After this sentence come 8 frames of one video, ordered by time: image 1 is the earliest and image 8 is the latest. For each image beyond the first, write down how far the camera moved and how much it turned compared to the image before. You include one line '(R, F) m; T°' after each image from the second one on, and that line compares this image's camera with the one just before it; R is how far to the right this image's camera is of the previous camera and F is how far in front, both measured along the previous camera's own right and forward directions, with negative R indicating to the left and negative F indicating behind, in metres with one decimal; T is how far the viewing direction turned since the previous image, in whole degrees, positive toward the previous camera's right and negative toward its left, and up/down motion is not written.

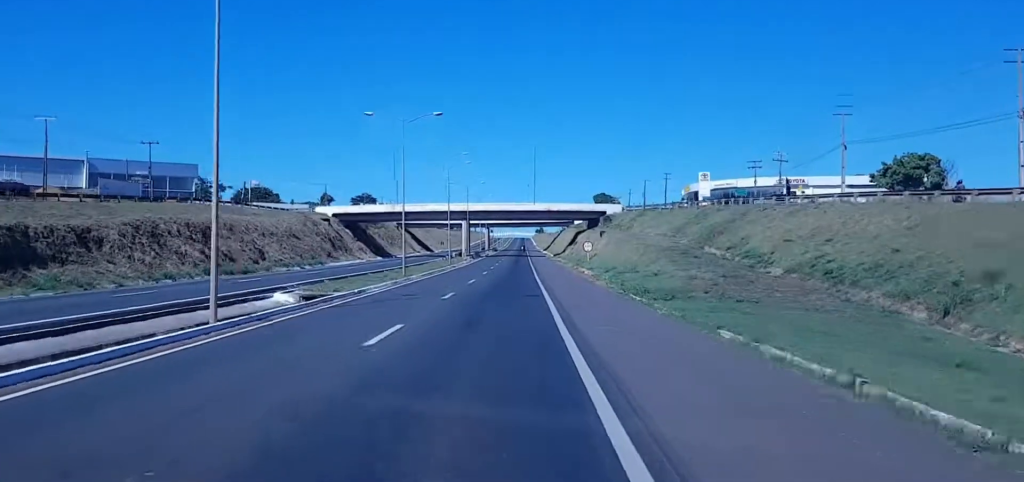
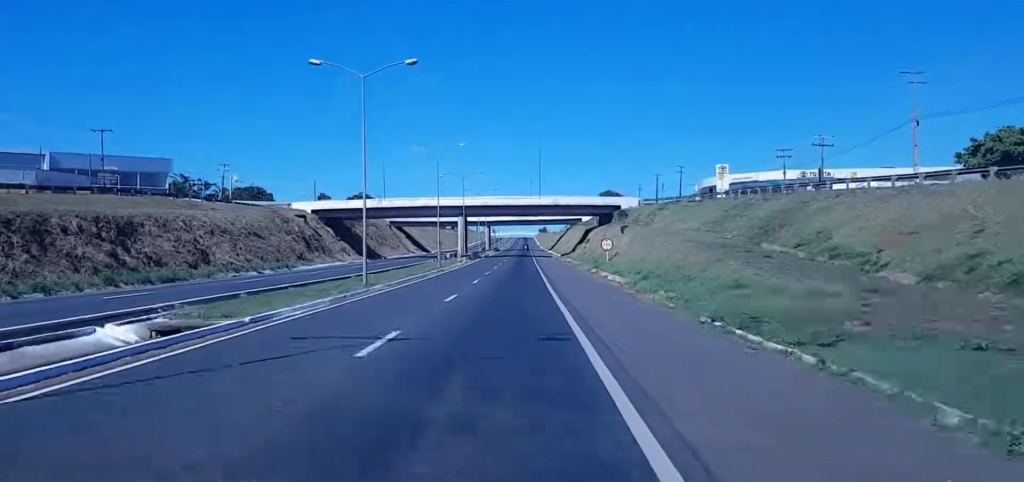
(-0.1, +17.9) m; -1°
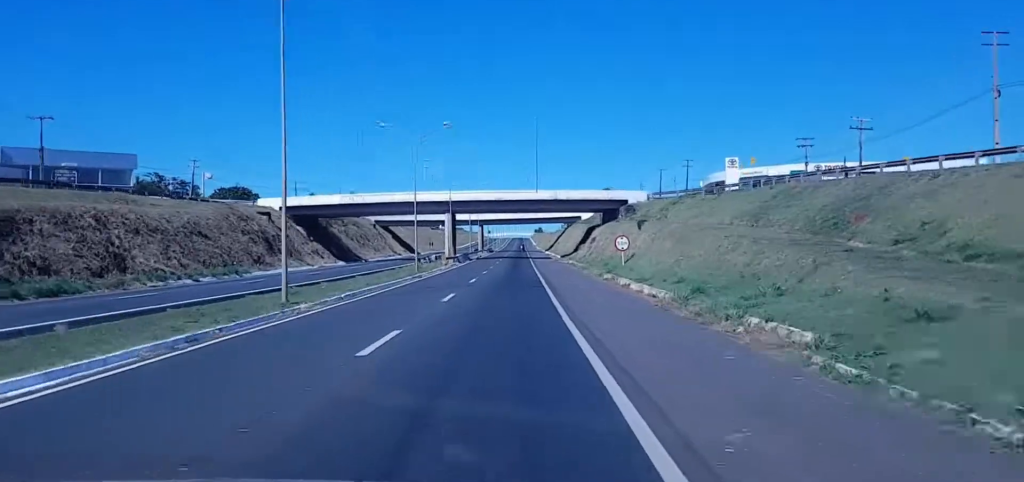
(-0.1, +15.4) m; -1°
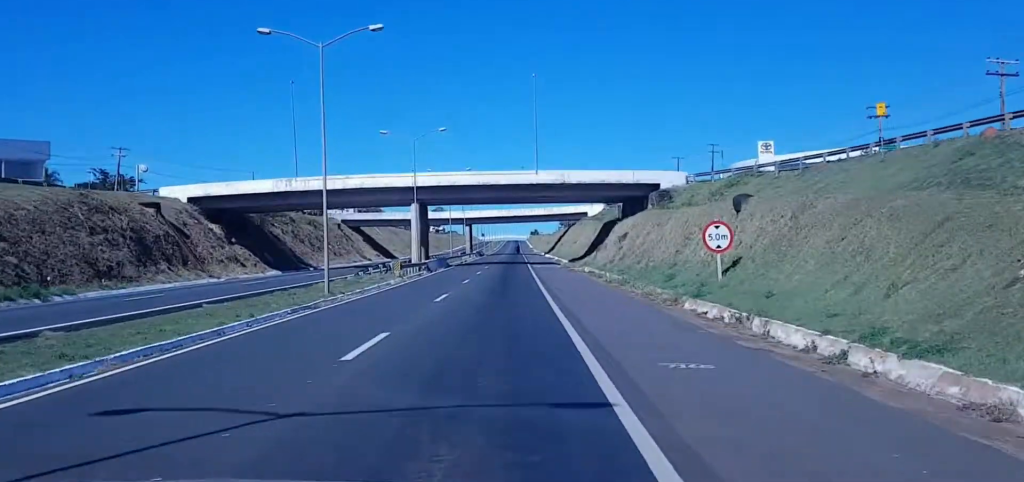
(-0.6, +32.3) m; -1°
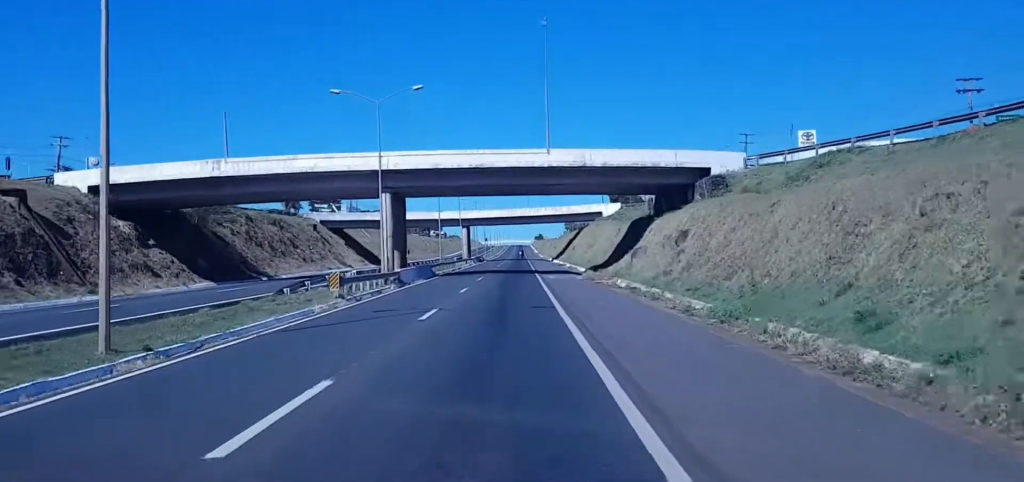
(+0.1, +22.0) m; 0°
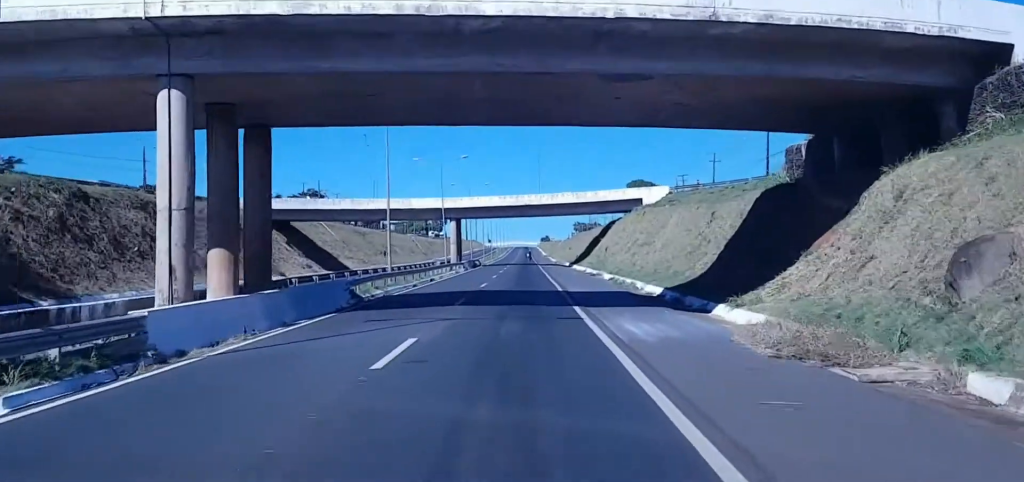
(-0.1, +41.6) m; -1°
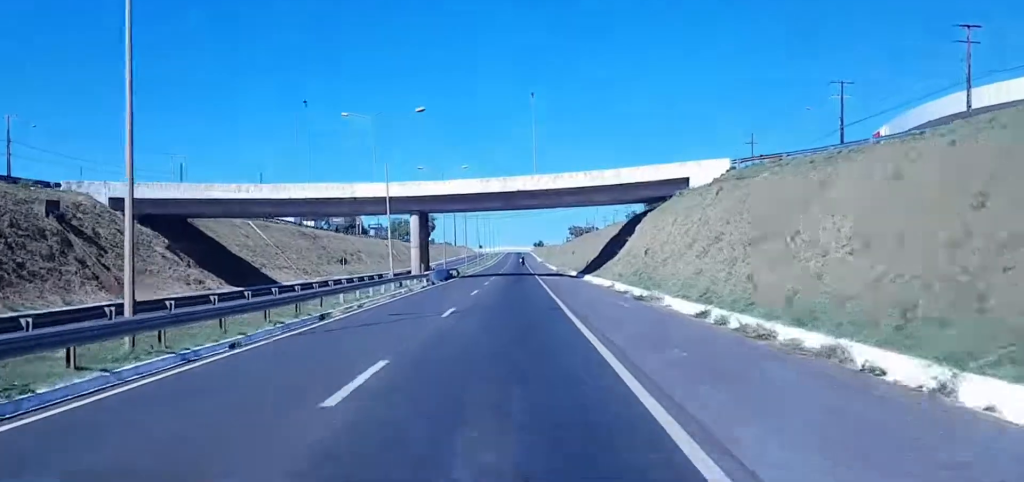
(-0.3, +34.1) m; 0°
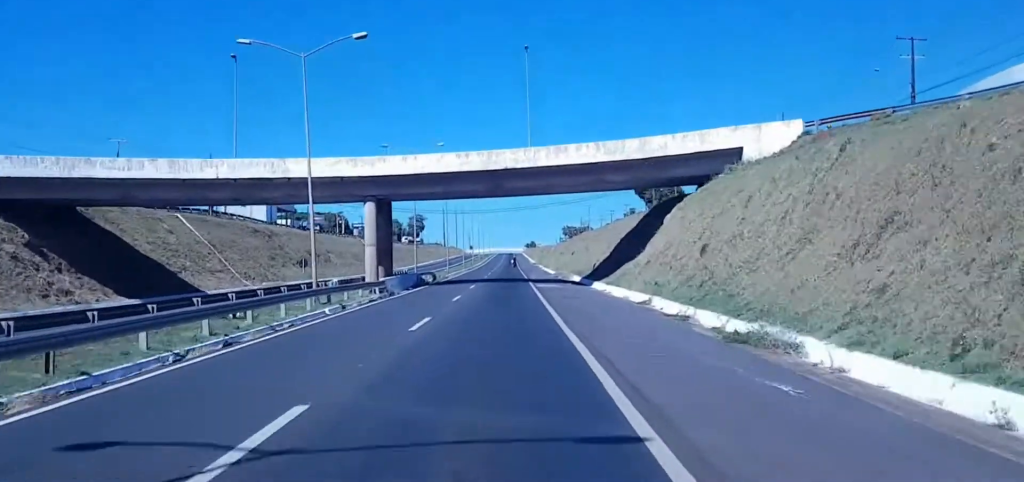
(+0.1, +20.1) m; +2°
